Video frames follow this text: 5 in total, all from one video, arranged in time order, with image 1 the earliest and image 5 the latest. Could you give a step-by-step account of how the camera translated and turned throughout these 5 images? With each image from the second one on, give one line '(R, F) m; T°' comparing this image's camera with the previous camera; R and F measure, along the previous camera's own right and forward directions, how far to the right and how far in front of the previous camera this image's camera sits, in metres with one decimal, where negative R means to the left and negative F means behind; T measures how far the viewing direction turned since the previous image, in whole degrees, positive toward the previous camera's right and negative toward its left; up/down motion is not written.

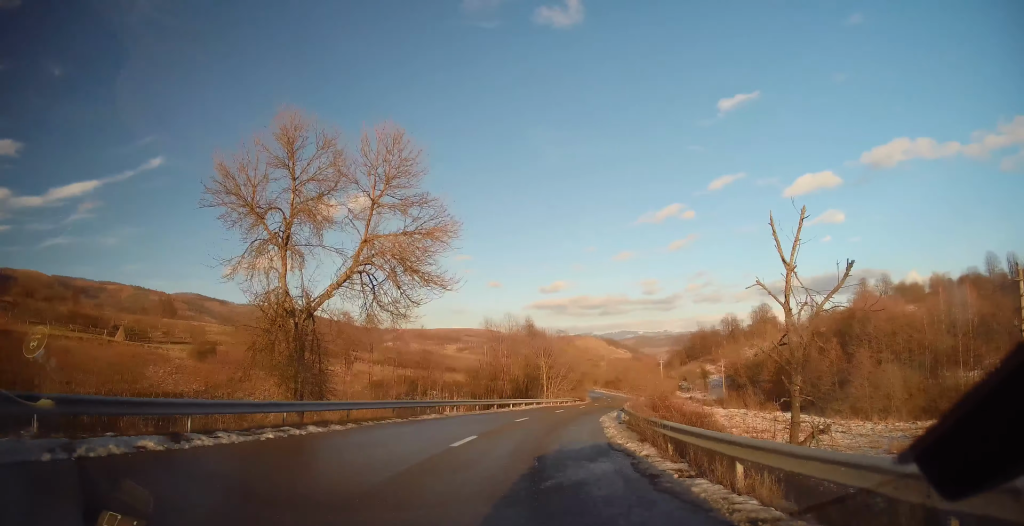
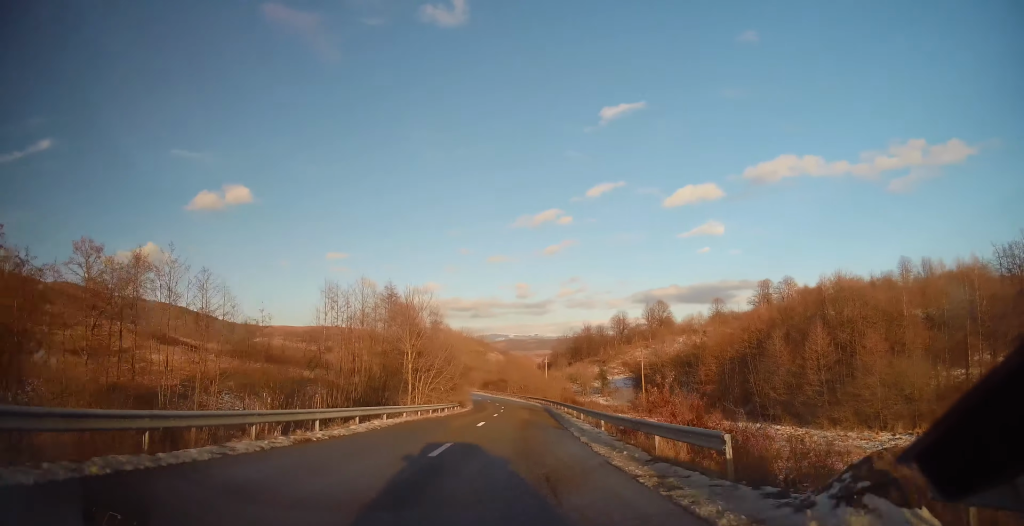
(+2.7, +24.0) m; +11°
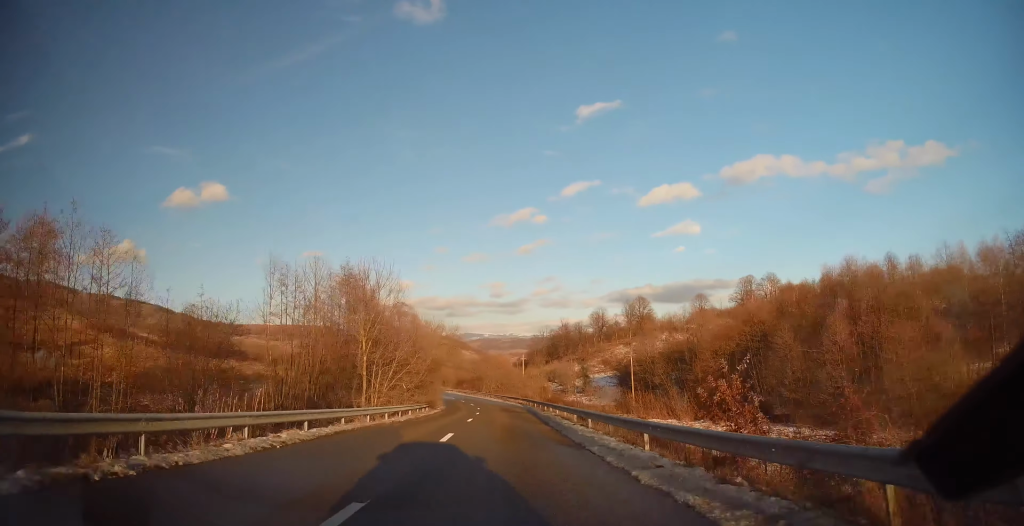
(+0.2, +7.7) m; +2°
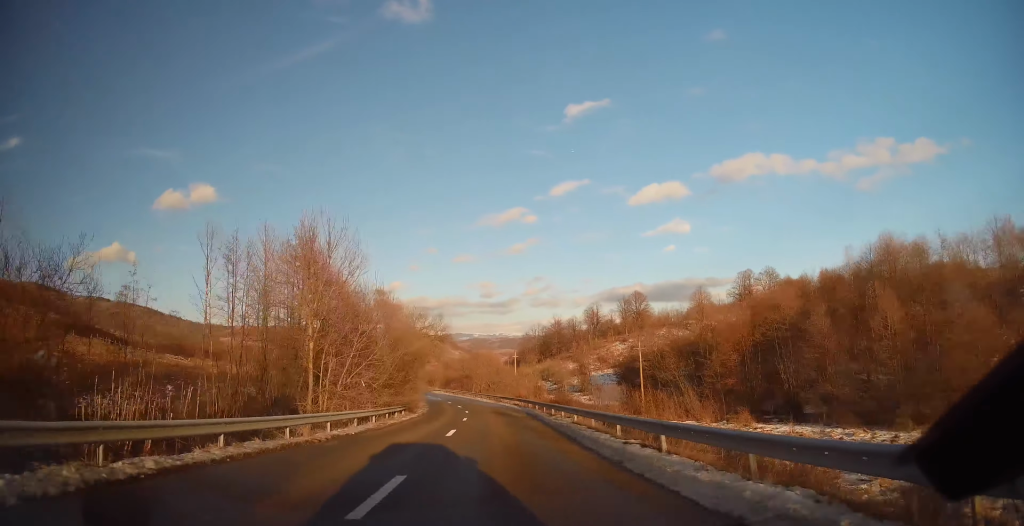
(+0.2, +8.8) m; +1°
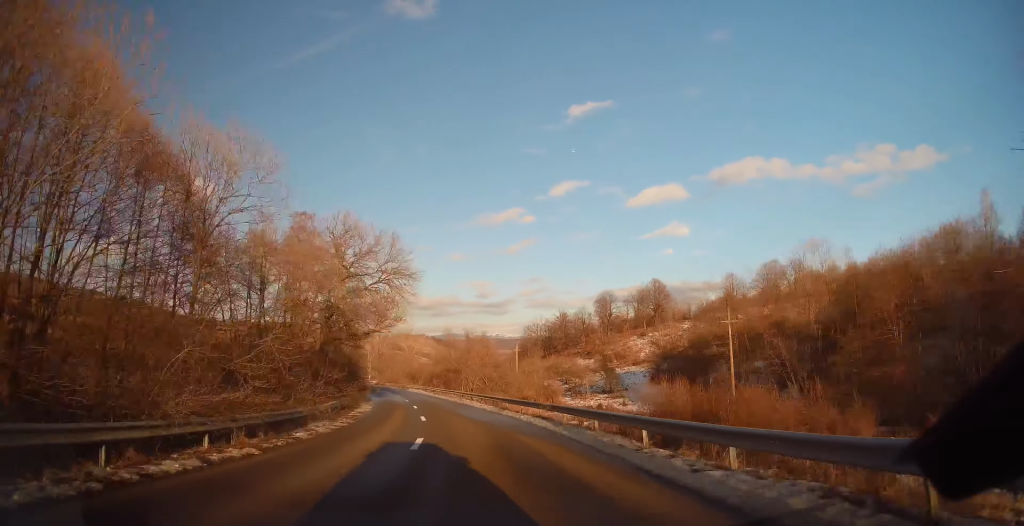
(-0.2, +27.0) m; -3°
